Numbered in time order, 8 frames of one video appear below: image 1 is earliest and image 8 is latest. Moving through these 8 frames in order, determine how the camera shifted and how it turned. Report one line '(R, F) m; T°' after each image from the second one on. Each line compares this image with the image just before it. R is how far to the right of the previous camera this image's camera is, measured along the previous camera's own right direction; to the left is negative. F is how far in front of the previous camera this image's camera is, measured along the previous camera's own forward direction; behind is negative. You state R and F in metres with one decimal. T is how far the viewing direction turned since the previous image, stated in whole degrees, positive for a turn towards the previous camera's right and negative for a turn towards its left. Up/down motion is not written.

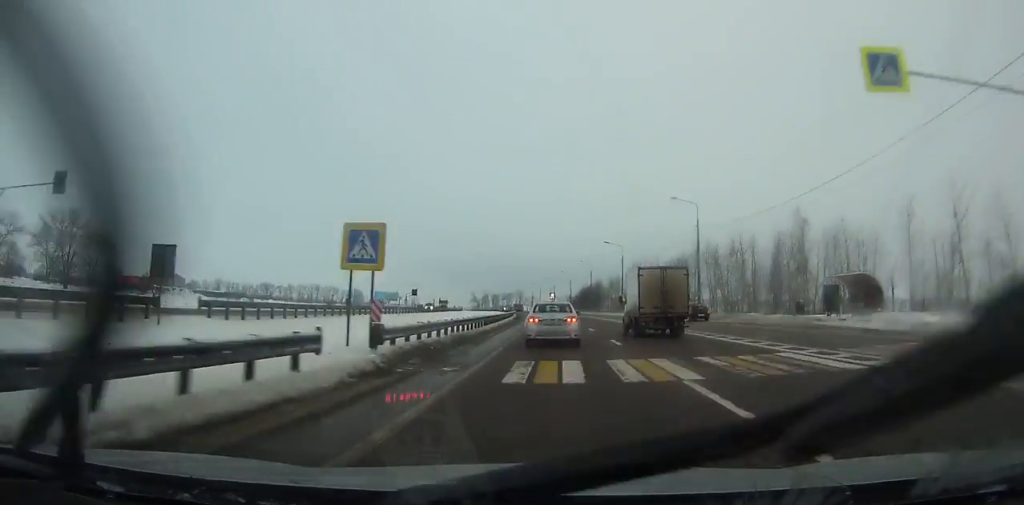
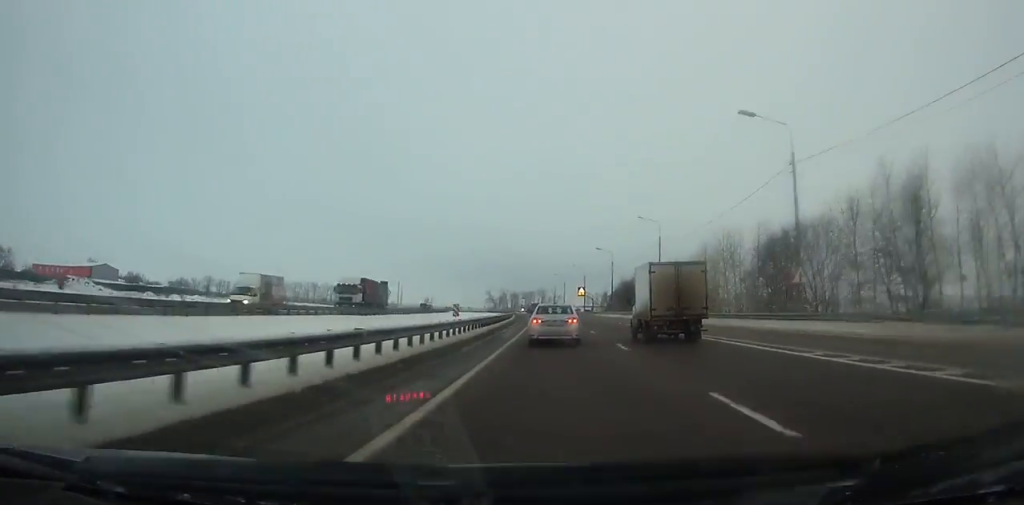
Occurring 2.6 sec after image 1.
(-1.6, +64.1) m; -3°
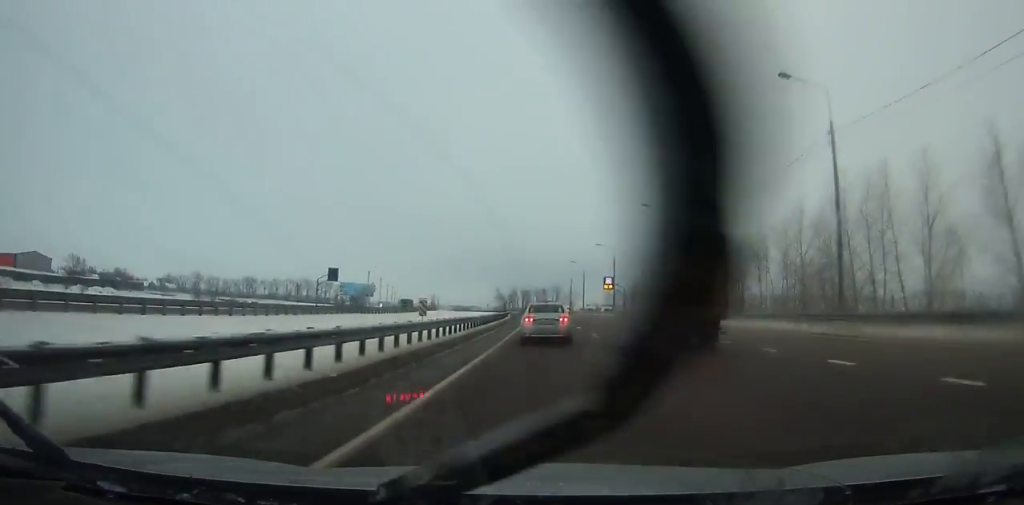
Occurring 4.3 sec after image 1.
(-0.2, +41.2) m; -2°
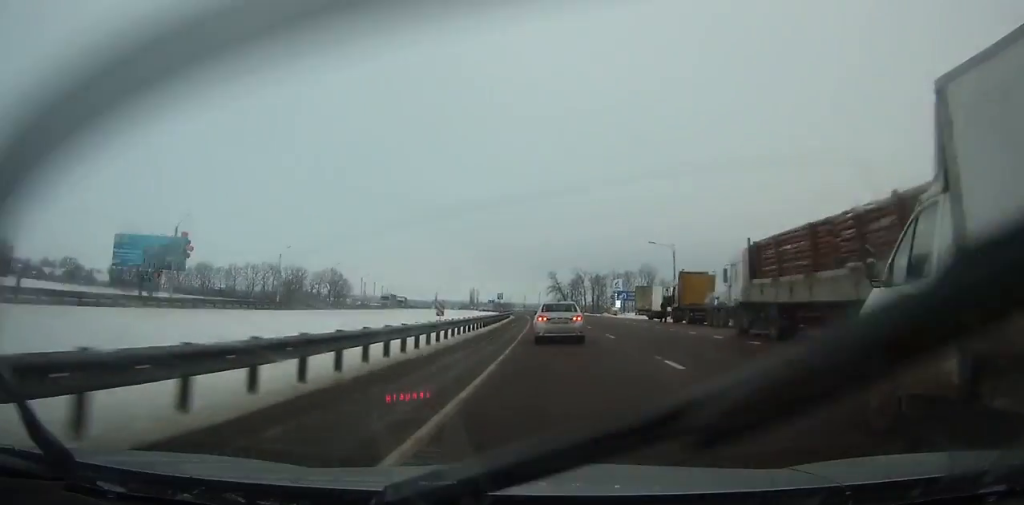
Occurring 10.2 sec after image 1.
(-7.9, +142.8) m; -6°
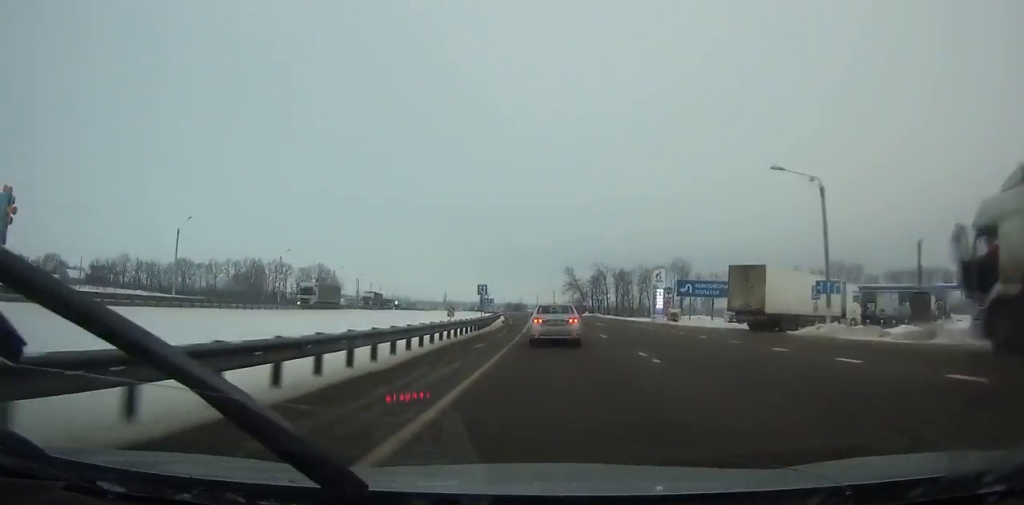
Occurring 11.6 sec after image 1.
(-0.9, +34.2) m; -2°
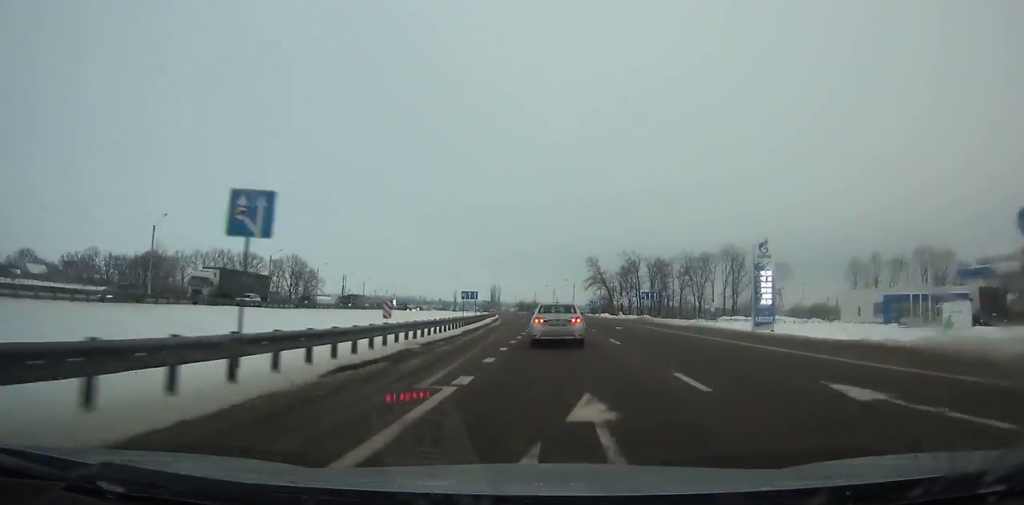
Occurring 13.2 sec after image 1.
(-0.2, +39.2) m; -2°
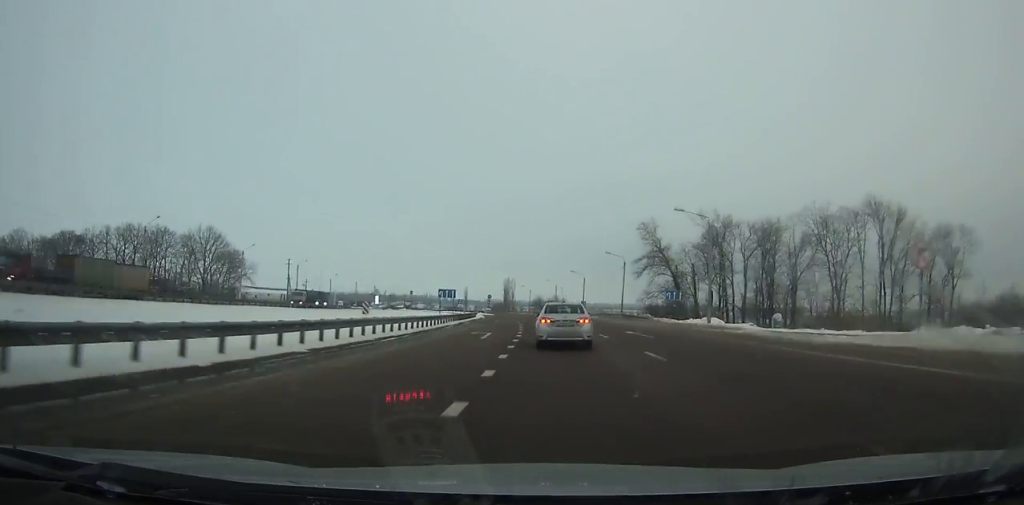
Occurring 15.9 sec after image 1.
(-1.8, +66.1) m; -3°
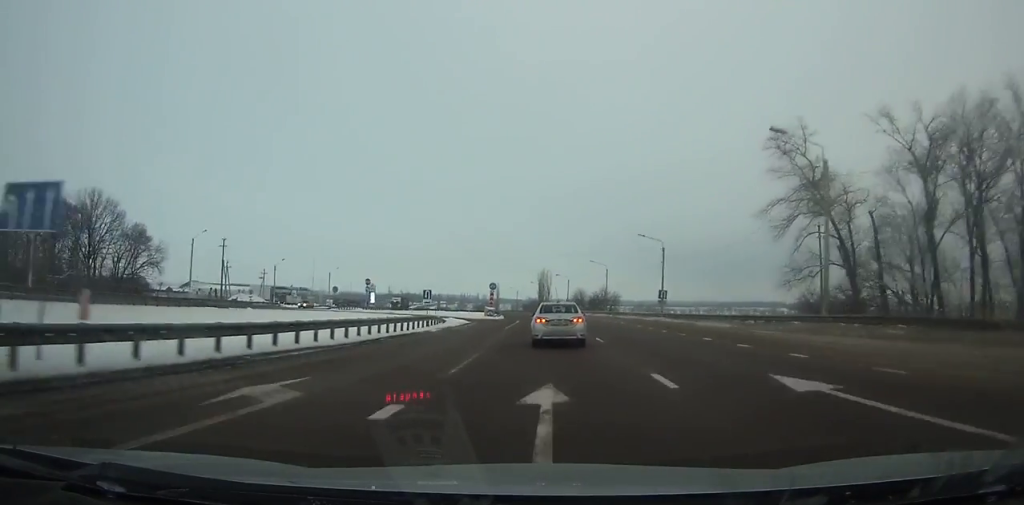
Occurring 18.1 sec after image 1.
(-1.7, +53.7) m; -3°
